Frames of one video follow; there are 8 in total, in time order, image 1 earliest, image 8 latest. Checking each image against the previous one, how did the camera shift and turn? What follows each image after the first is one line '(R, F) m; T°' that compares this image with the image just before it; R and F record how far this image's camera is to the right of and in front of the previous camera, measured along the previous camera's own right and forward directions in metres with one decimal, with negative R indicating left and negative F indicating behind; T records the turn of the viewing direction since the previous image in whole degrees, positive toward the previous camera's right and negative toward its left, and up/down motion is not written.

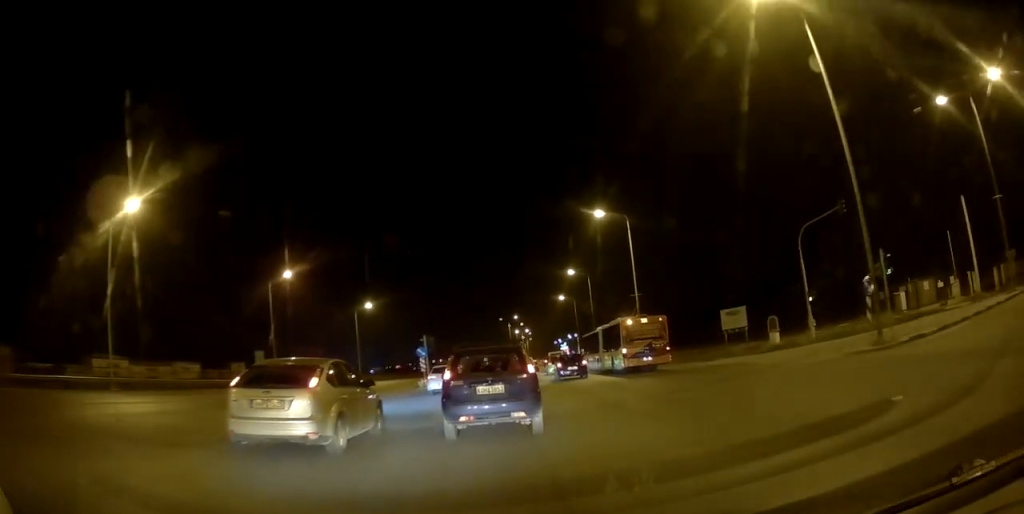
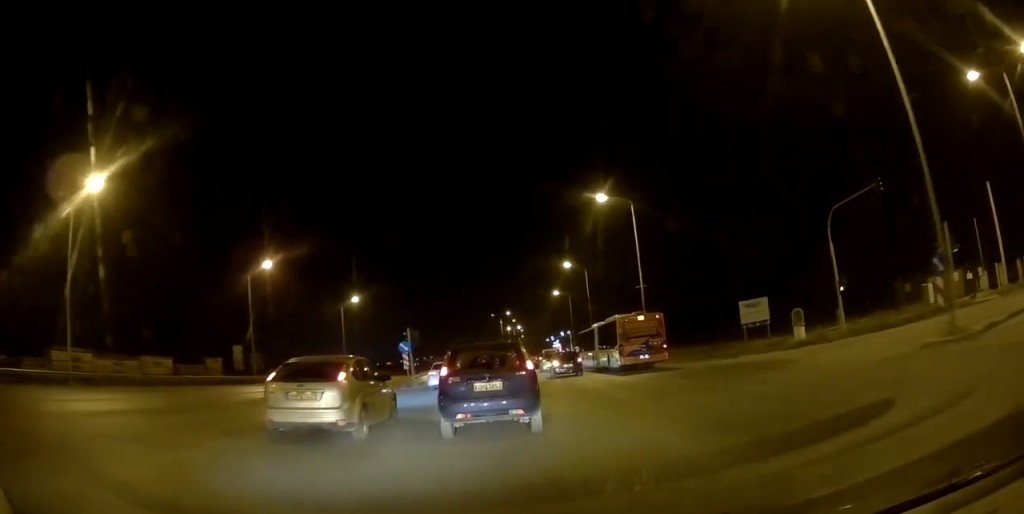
(+0.1, +4.0) m; 0°
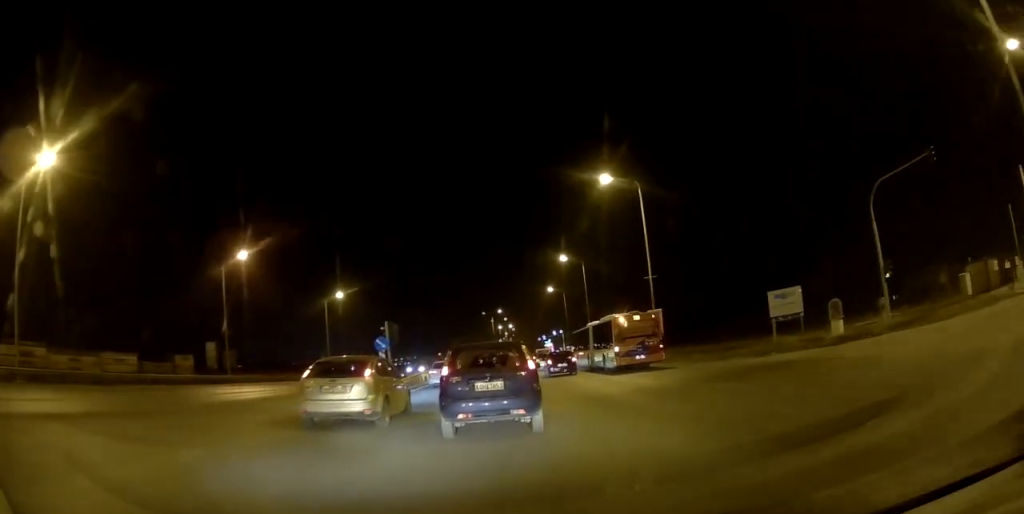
(0.0, +4.8) m; -1°
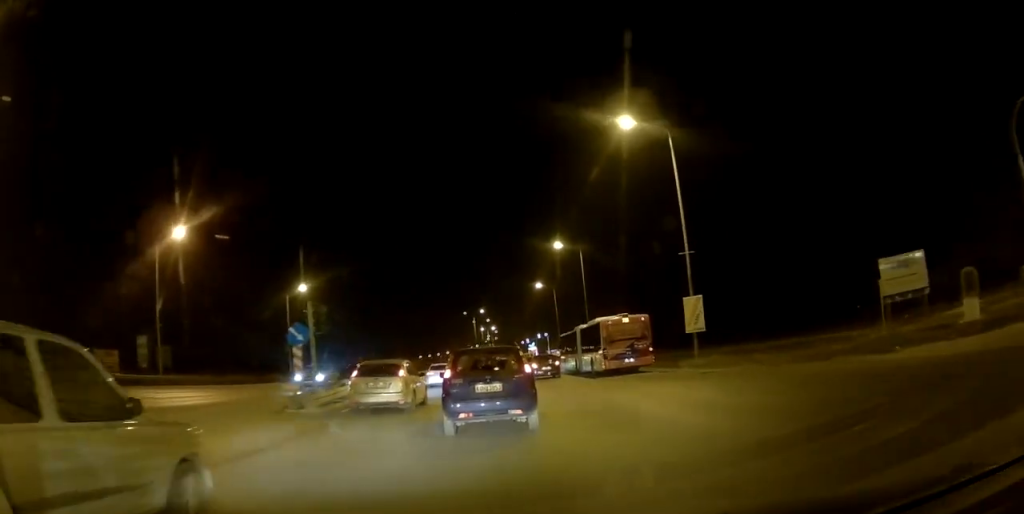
(-0.3, +11.1) m; 0°
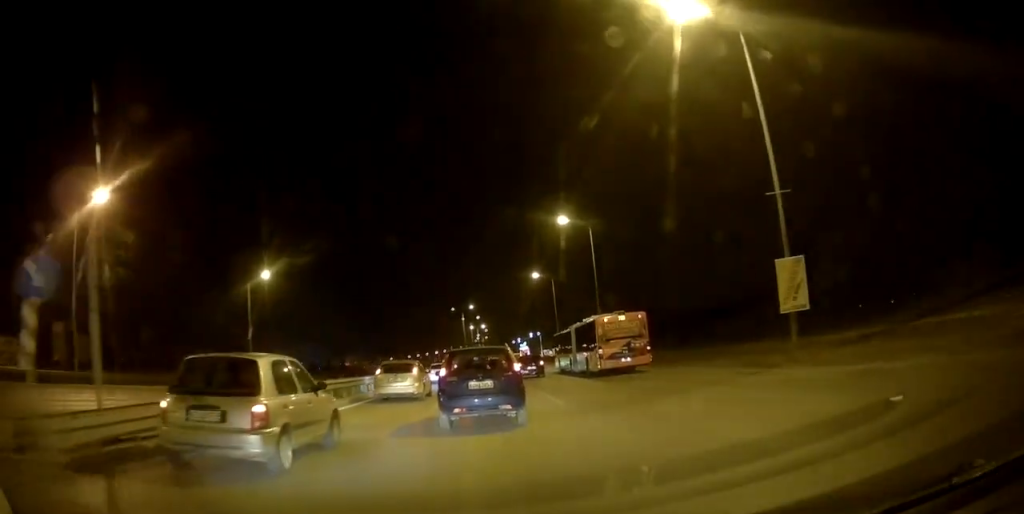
(+0.4, +11.7) m; +2°
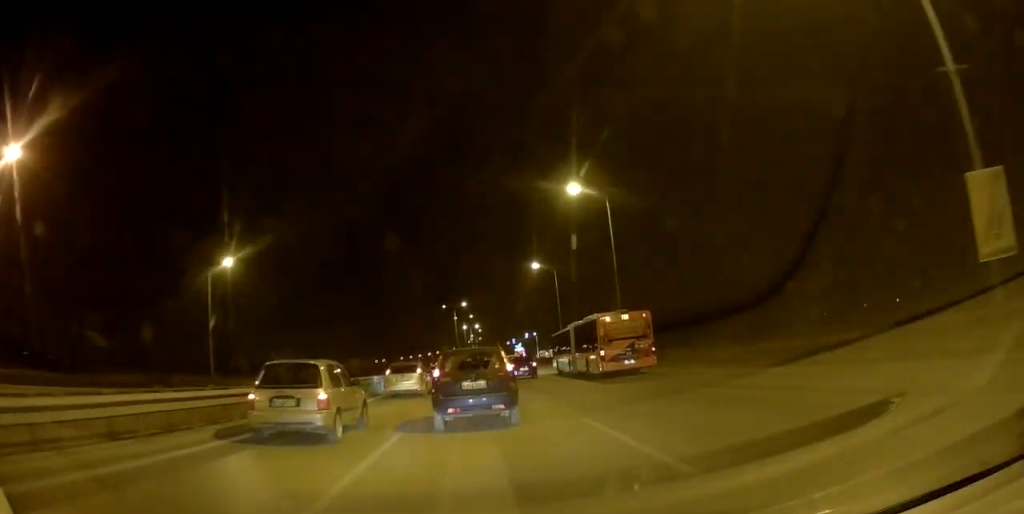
(-0.1, +10.0) m; +1°
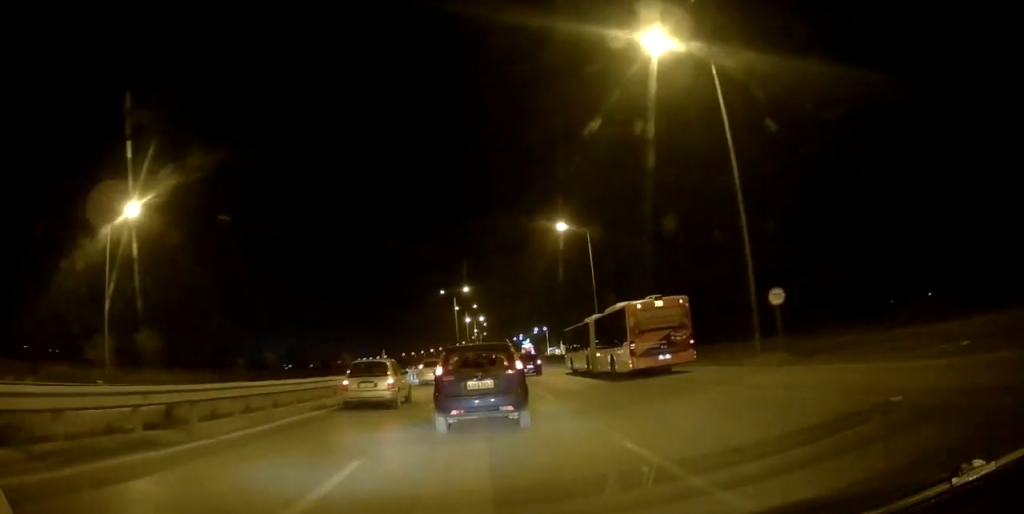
(+0.2, +19.9) m; -1°
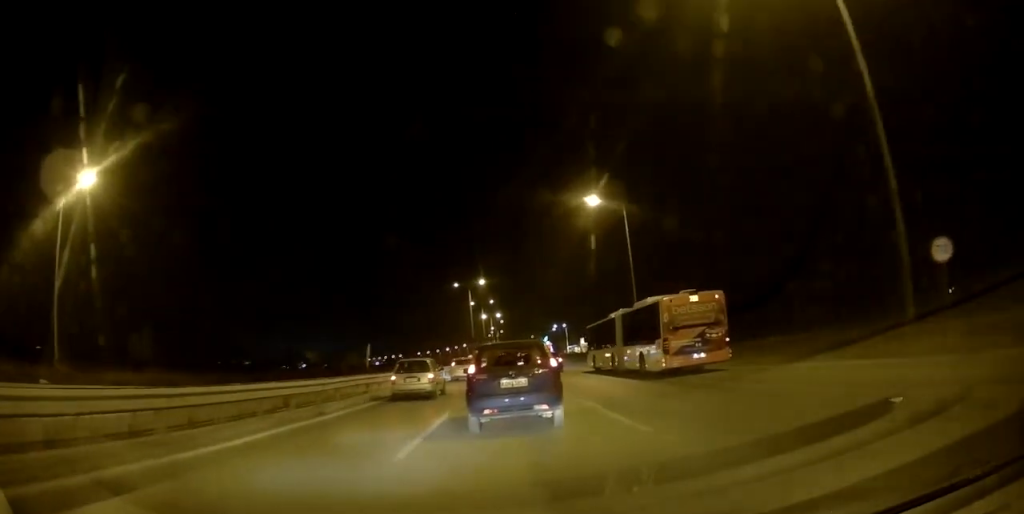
(-0.2, +8.3) m; -3°
